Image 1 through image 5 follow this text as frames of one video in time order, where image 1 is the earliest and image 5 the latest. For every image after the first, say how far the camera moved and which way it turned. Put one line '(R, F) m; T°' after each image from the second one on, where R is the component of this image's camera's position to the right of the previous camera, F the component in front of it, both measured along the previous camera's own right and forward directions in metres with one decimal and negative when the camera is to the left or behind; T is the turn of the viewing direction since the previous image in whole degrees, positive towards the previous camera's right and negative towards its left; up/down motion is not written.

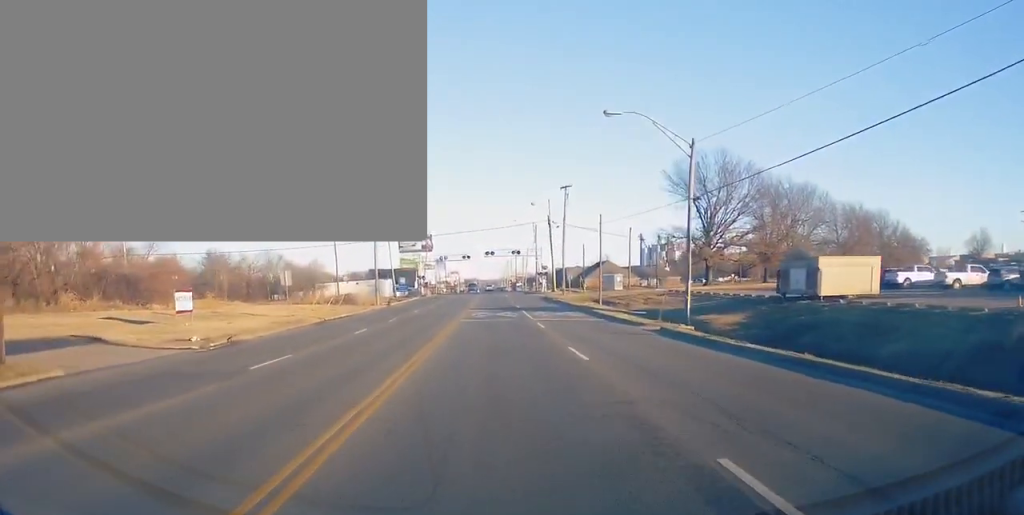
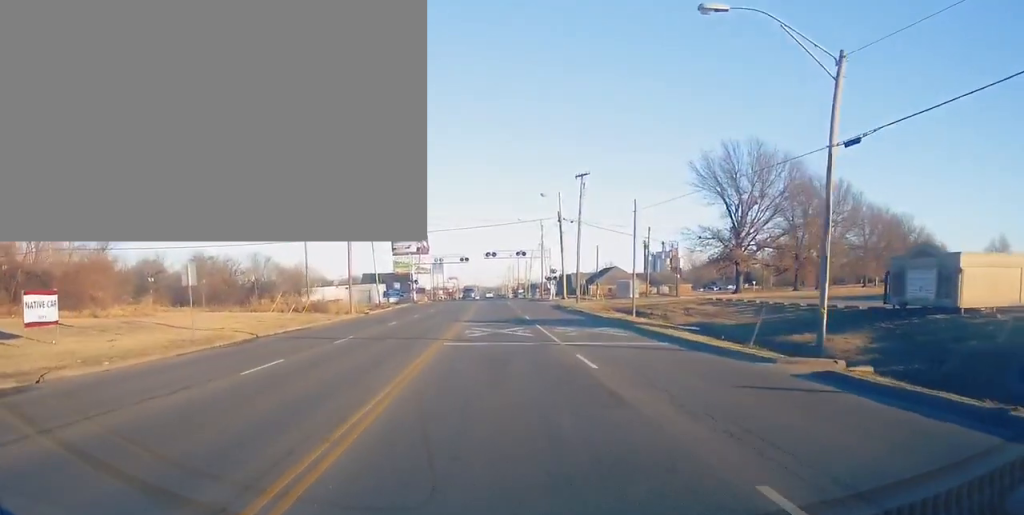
(0.0, +14.5) m; 0°
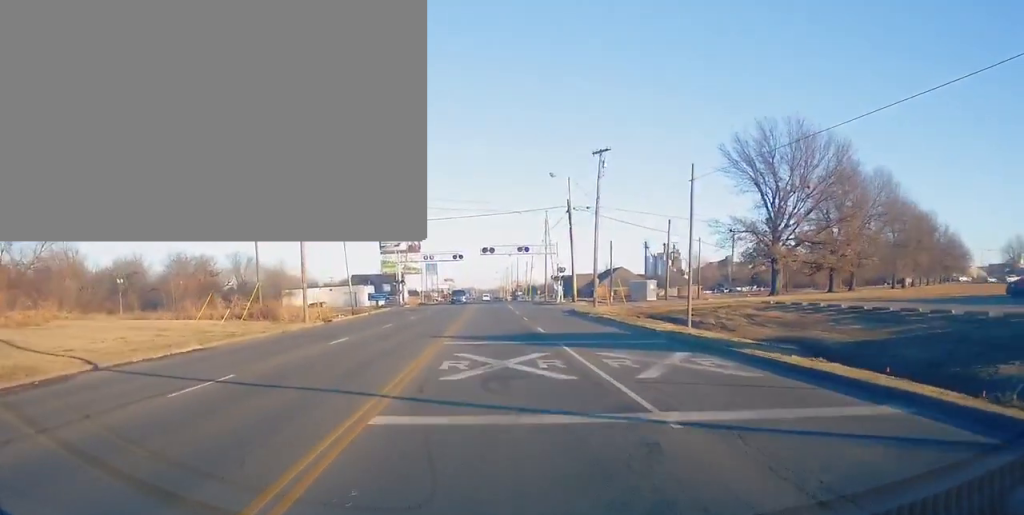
(0.0, +14.5) m; 0°
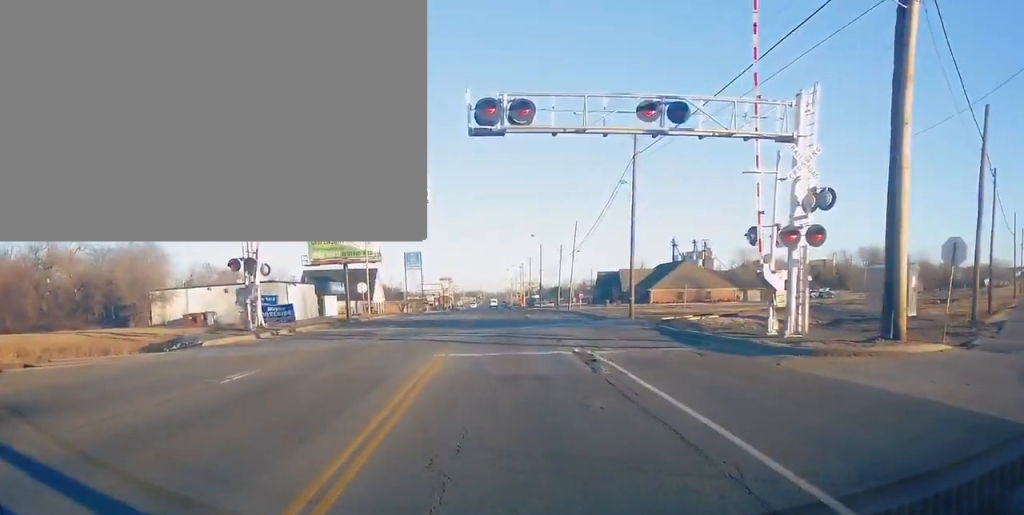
(0.0, +66.1) m; 0°
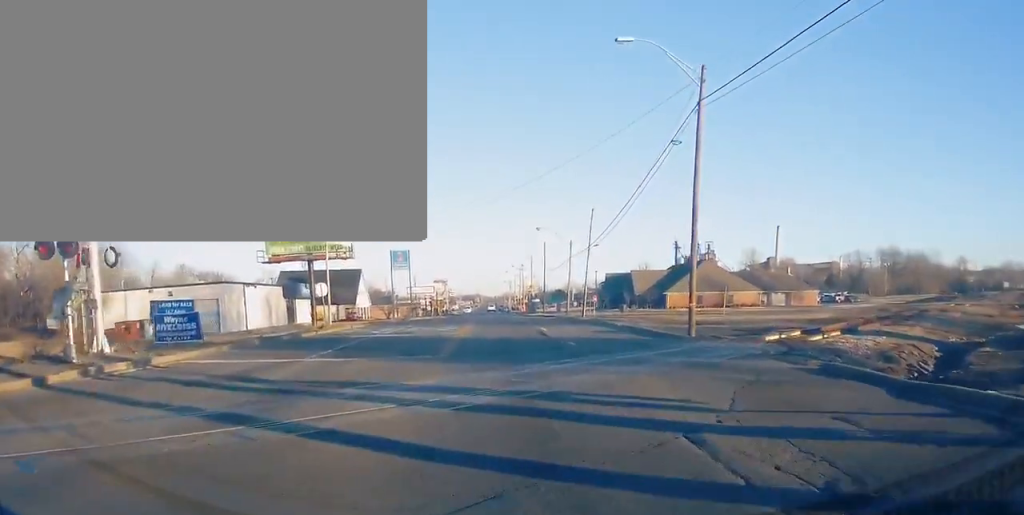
(0.0, +15.9) m; 0°
